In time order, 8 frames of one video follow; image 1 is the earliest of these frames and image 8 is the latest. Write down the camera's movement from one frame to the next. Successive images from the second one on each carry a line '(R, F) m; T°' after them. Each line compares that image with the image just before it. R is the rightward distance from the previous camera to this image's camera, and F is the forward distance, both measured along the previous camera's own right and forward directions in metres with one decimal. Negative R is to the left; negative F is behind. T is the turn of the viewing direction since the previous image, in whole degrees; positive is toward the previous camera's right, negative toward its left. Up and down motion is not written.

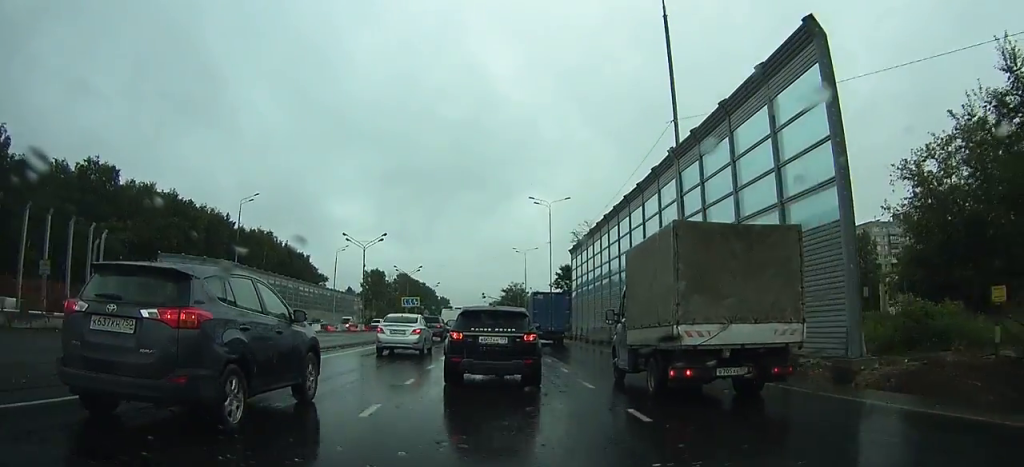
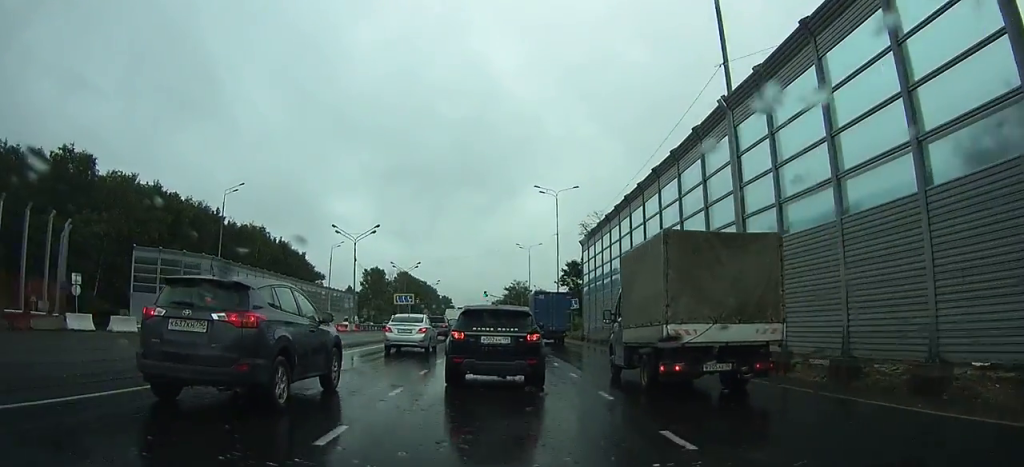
(0.0, +5.3) m; 0°
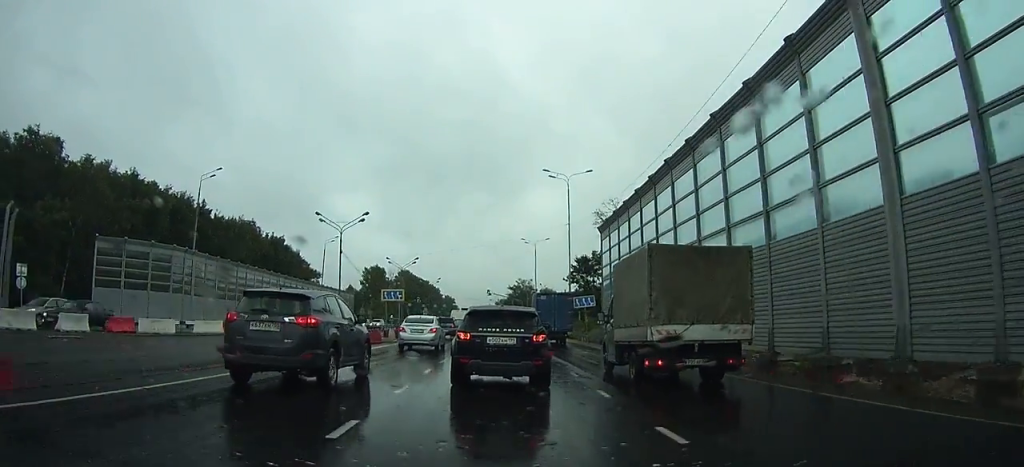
(0.0, +7.3) m; 0°
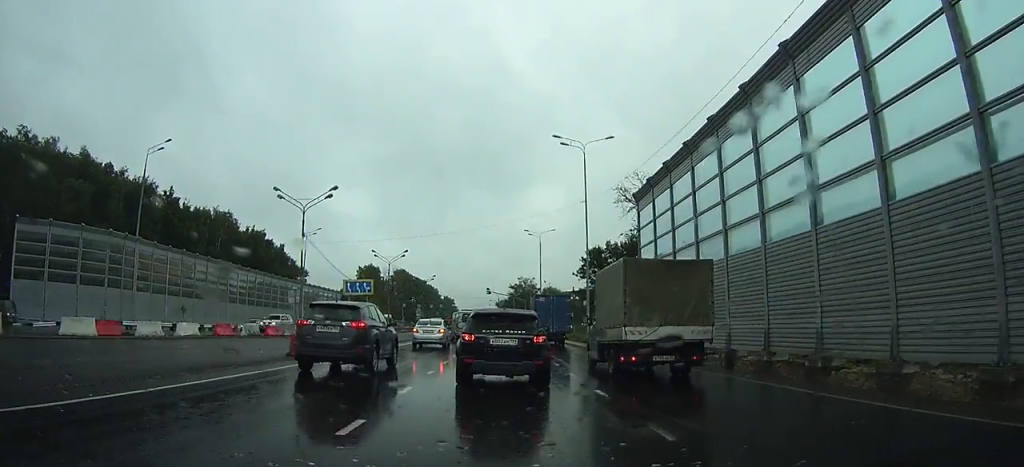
(0.0, +11.9) m; 0°
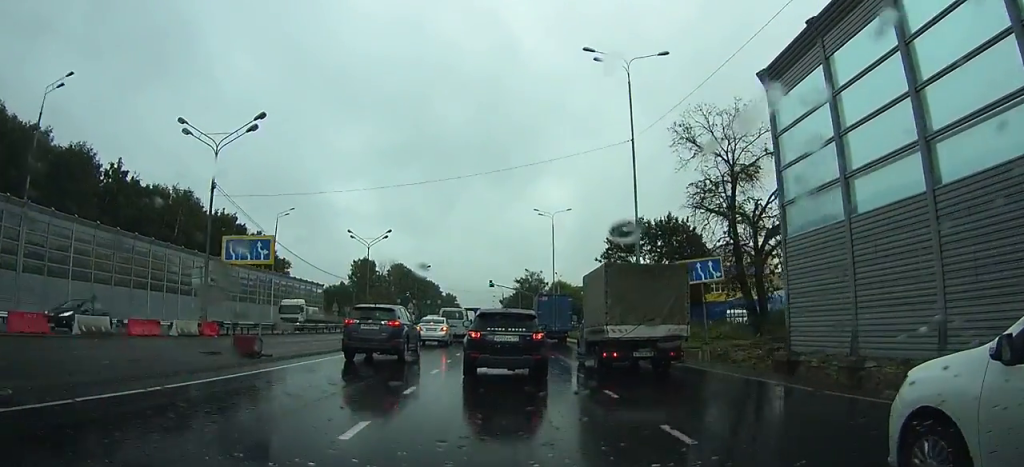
(-0.1, +16.4) m; 0°
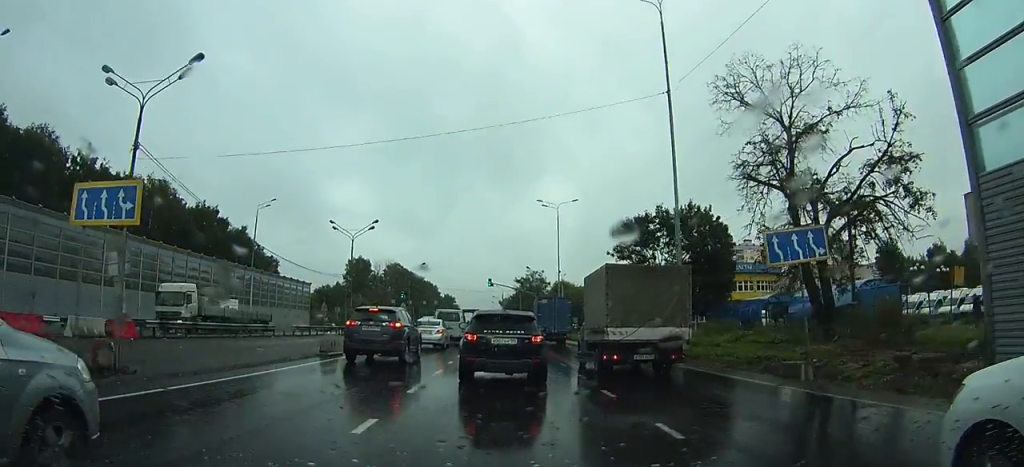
(0.0, +7.1) m; 0°
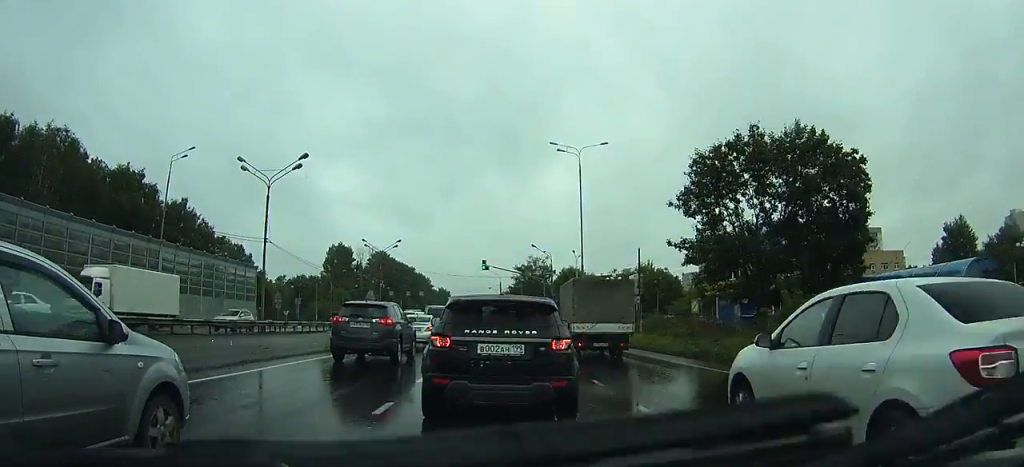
(-0.1, +22.9) m; 0°
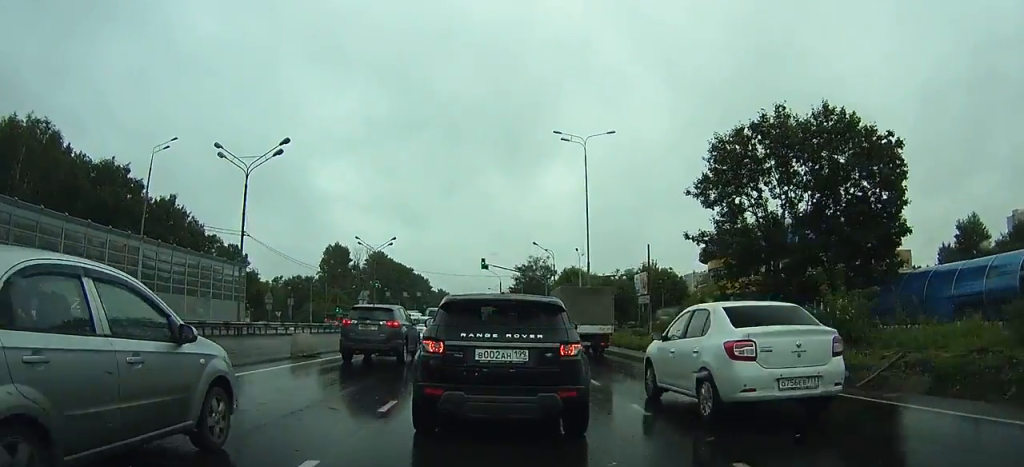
(0.0, +4.5) m; 0°
